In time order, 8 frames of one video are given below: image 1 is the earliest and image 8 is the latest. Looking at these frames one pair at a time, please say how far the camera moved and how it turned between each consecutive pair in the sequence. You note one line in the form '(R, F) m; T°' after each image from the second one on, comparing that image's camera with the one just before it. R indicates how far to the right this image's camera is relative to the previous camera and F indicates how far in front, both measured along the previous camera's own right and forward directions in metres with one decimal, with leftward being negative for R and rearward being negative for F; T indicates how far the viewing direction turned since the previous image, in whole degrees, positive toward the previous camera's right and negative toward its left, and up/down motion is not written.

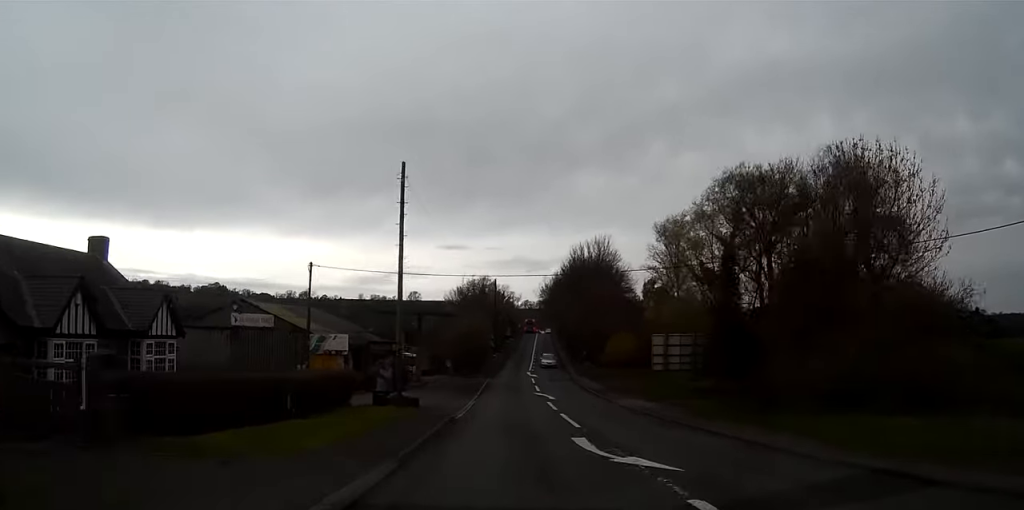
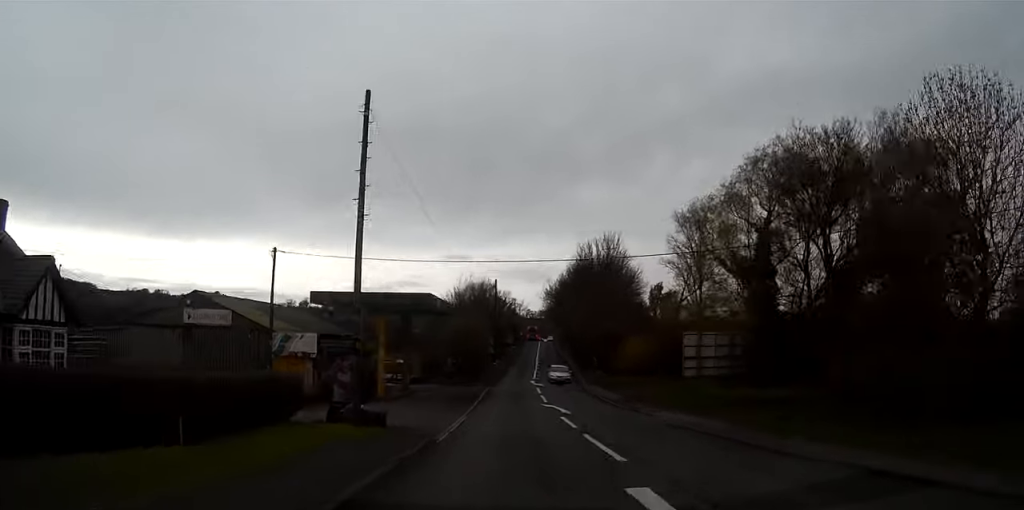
(0.0, +7.4) m; 0°
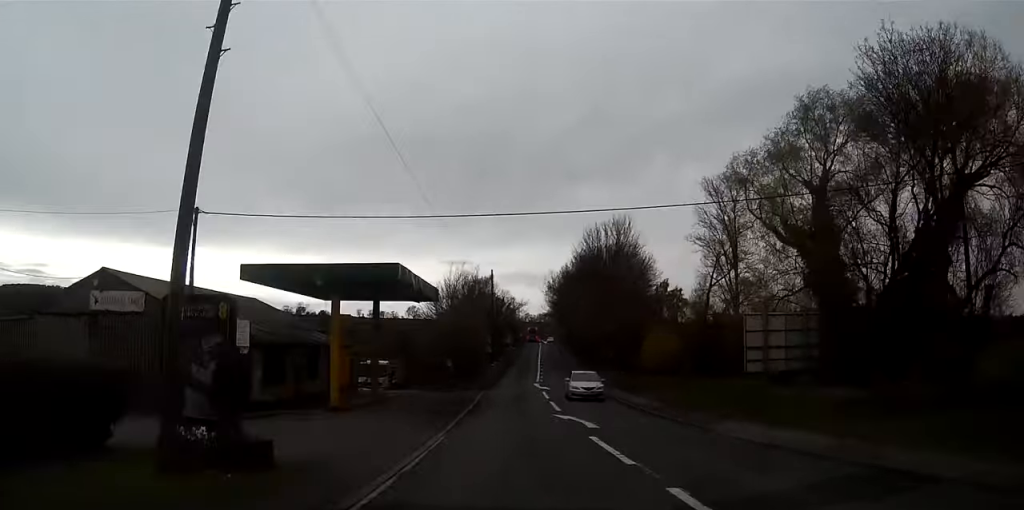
(-0.1, +9.8) m; 0°
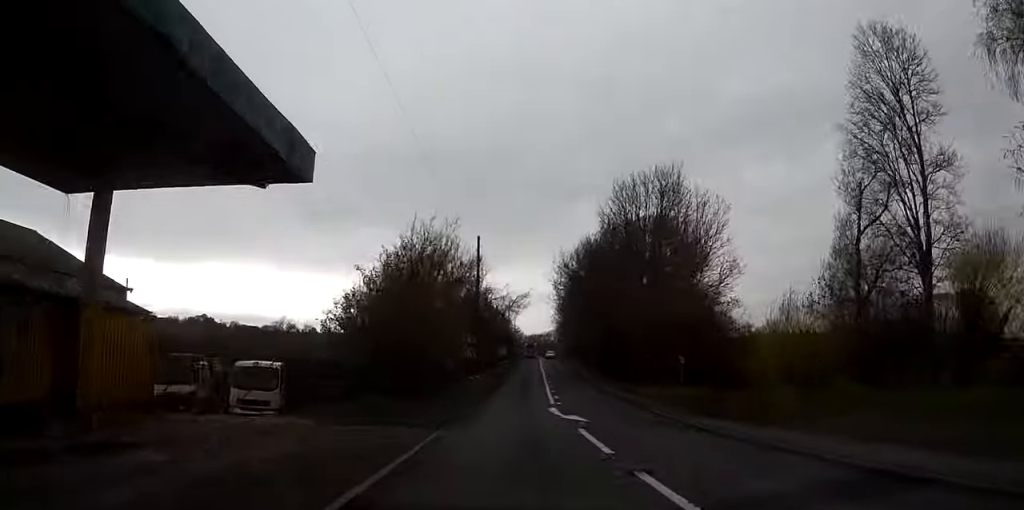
(0.0, +24.6) m; 0°
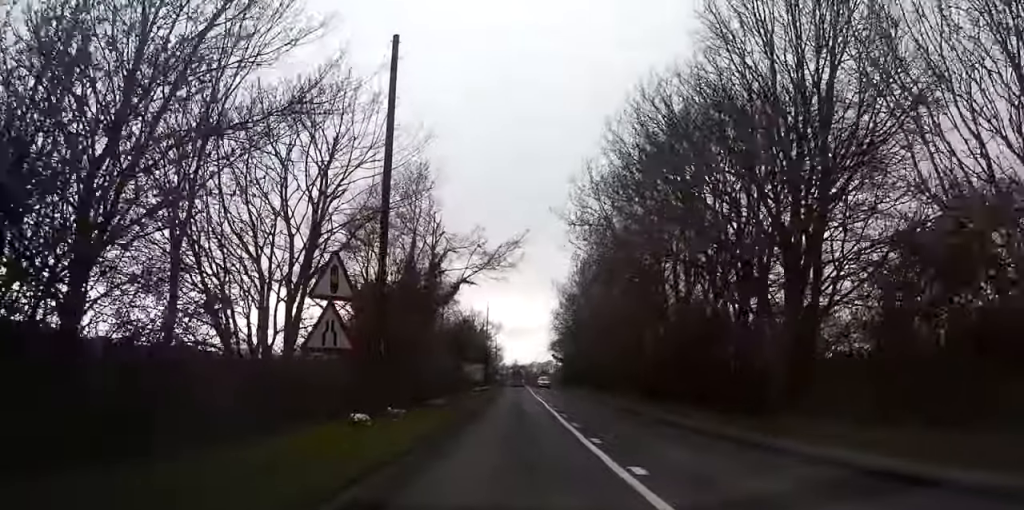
(+0.3, +32.8) m; +2°
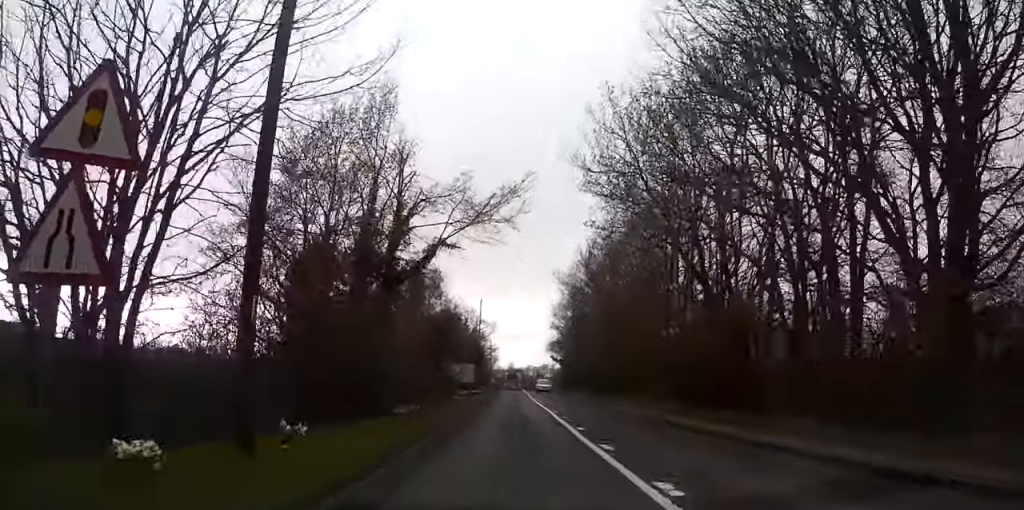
(+0.1, +8.5) m; 0°
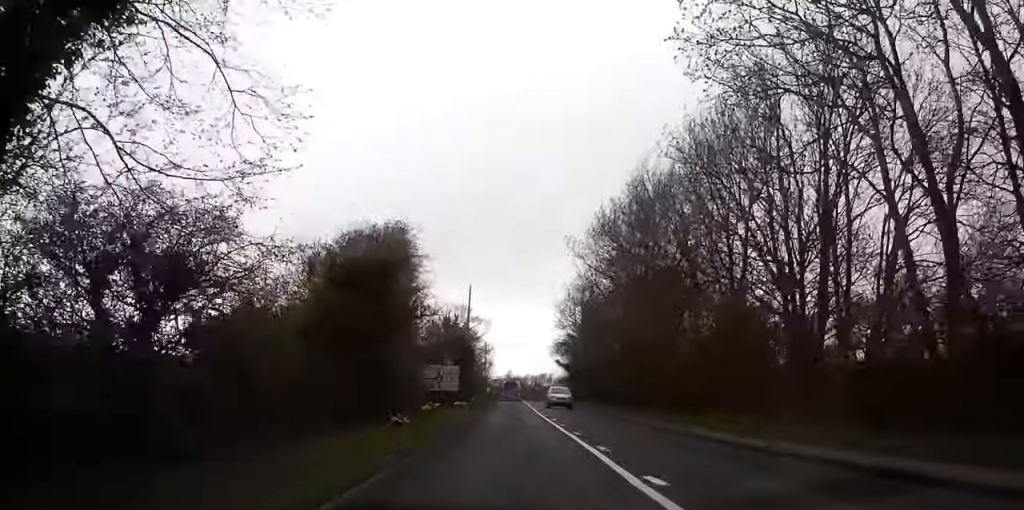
(+0.2, +17.2) m; +1°
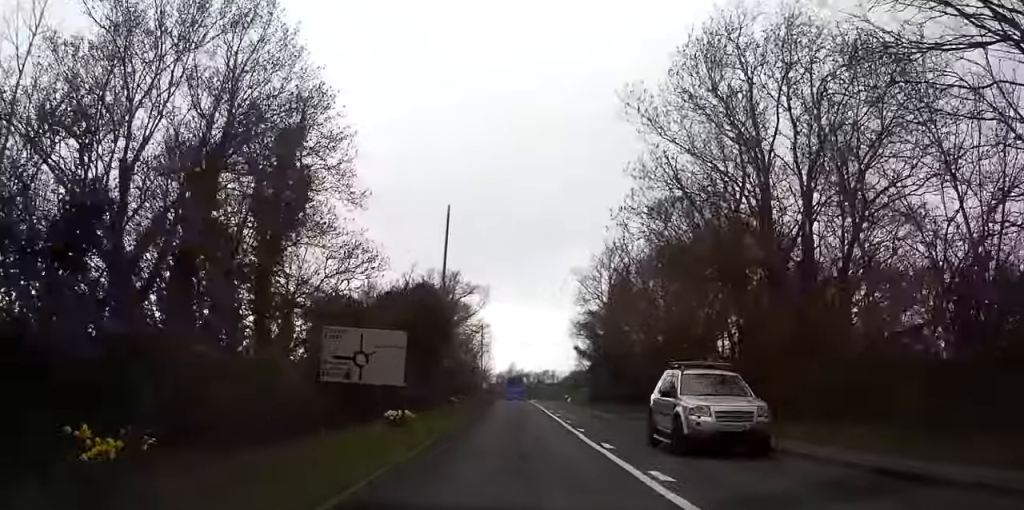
(+0.1, +24.1) m; 0°
